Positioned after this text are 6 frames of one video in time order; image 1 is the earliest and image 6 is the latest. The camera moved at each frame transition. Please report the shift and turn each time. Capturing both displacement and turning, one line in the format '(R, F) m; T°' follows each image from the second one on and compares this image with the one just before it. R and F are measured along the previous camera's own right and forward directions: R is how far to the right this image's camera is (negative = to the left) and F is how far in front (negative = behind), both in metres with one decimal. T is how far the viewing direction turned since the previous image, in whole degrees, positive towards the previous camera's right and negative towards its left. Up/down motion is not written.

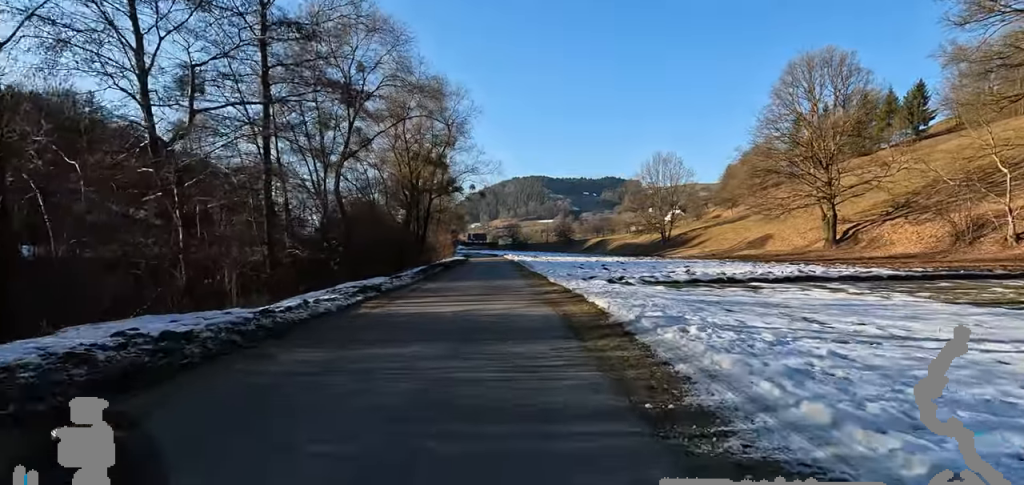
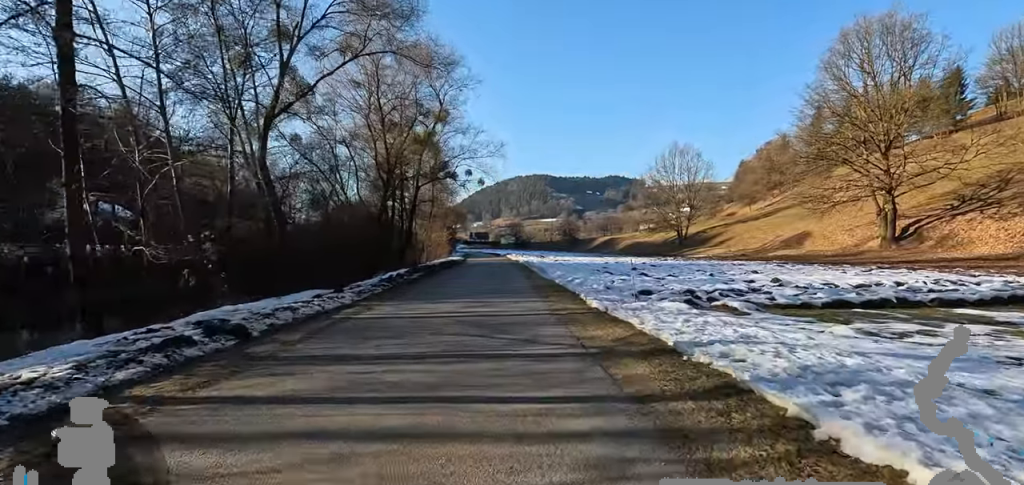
(-0.1, +8.6) m; +3°
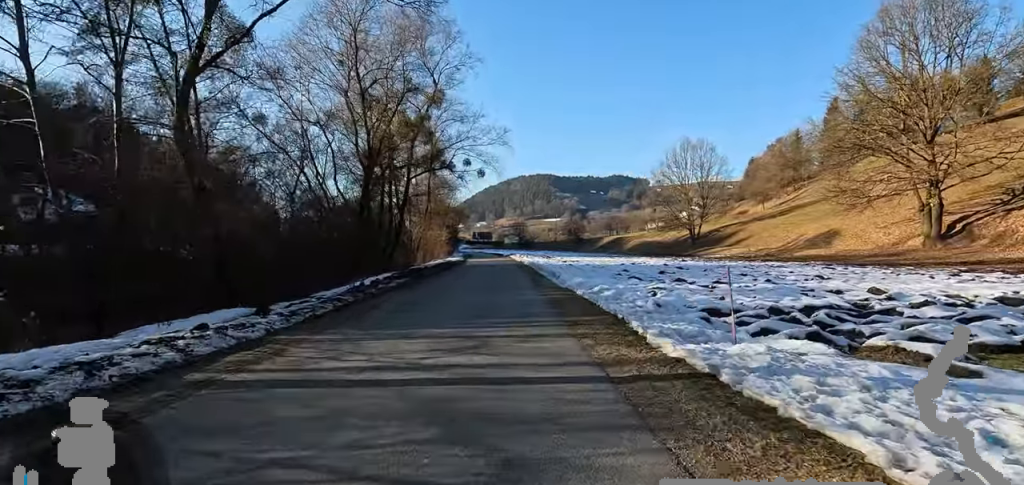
(+0.2, +4.7) m; +2°
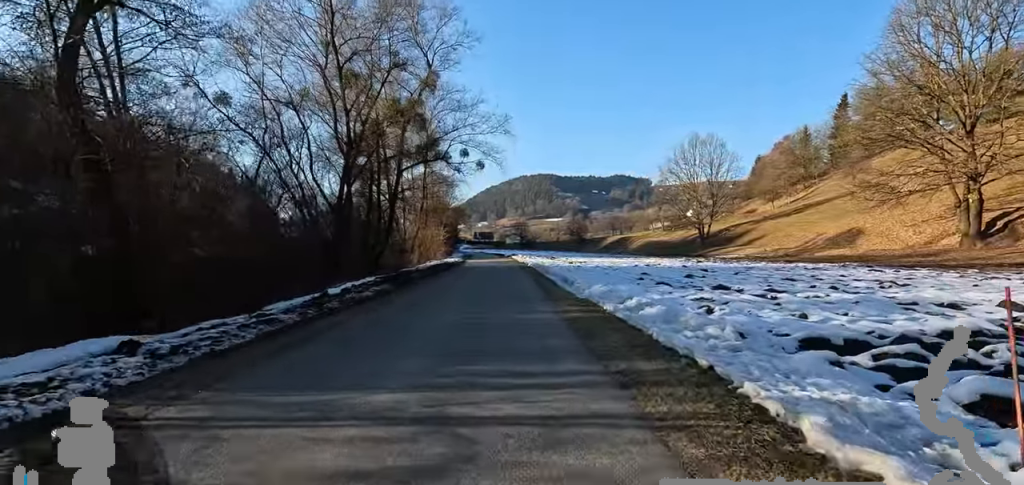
(0.0, +3.5) m; 0°
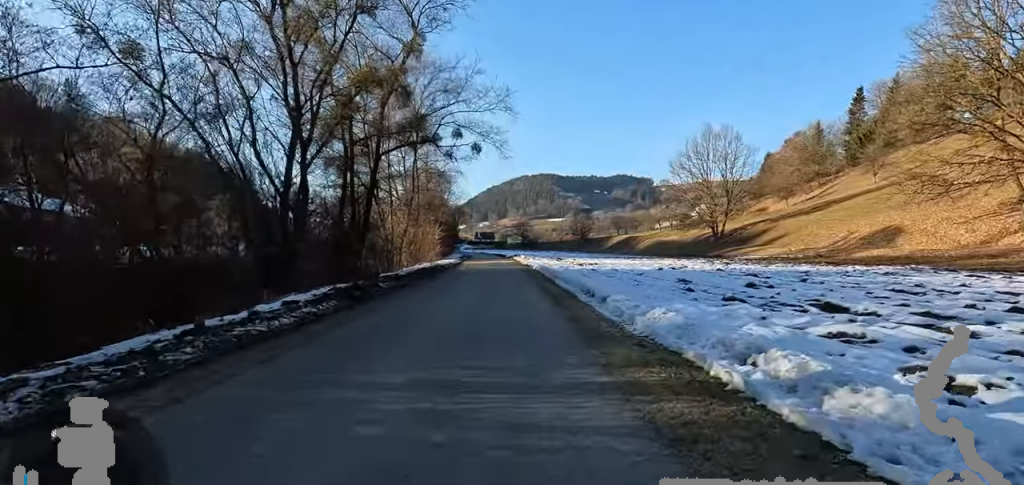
(0.0, +5.2) m; -1°
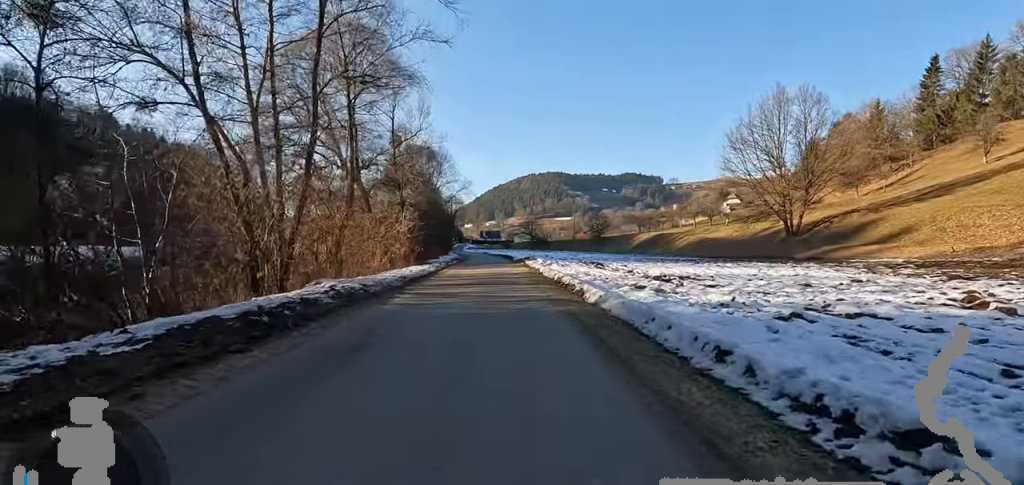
(-2.1, +18.8) m; +1°
